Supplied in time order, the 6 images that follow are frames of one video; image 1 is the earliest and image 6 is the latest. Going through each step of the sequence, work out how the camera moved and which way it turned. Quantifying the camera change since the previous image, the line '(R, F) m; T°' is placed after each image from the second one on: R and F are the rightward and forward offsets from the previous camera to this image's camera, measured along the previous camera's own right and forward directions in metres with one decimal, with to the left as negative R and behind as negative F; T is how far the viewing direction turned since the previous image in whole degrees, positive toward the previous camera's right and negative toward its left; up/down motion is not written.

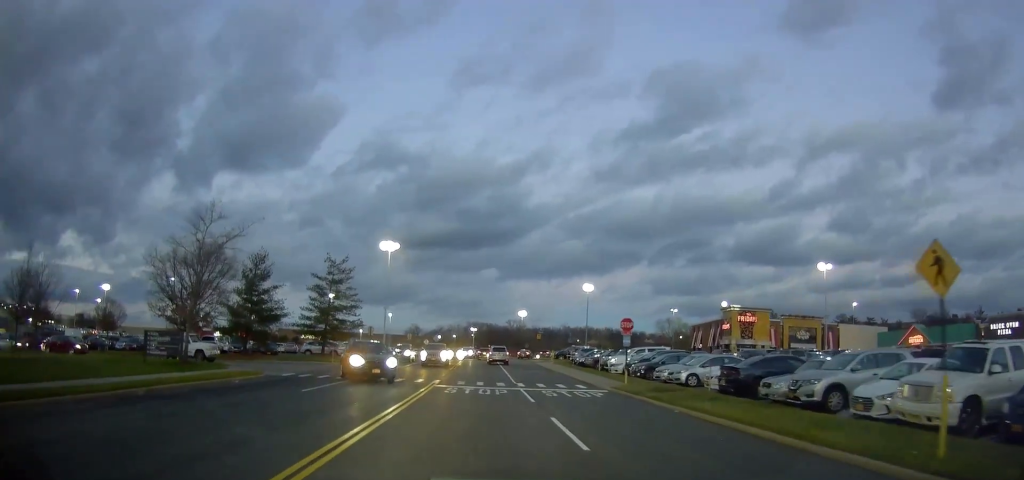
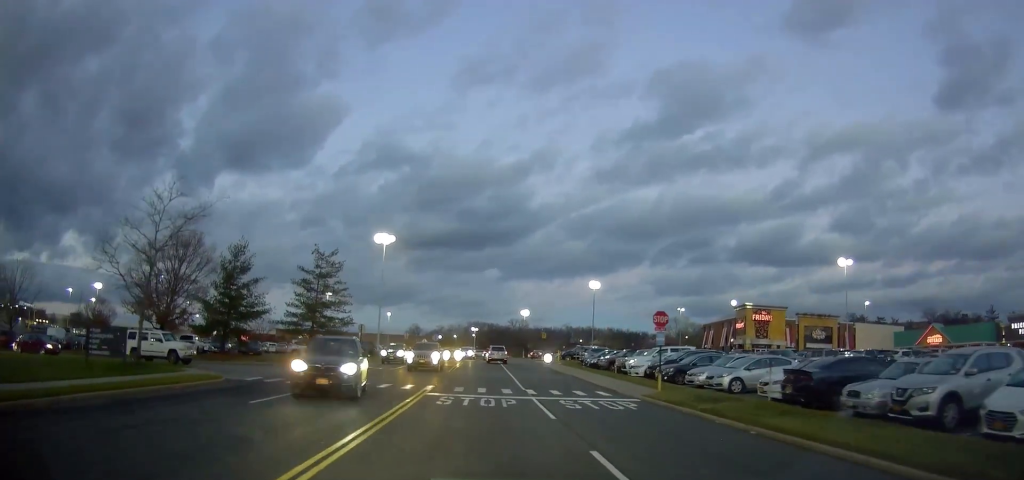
(-0.1, +4.6) m; +1°
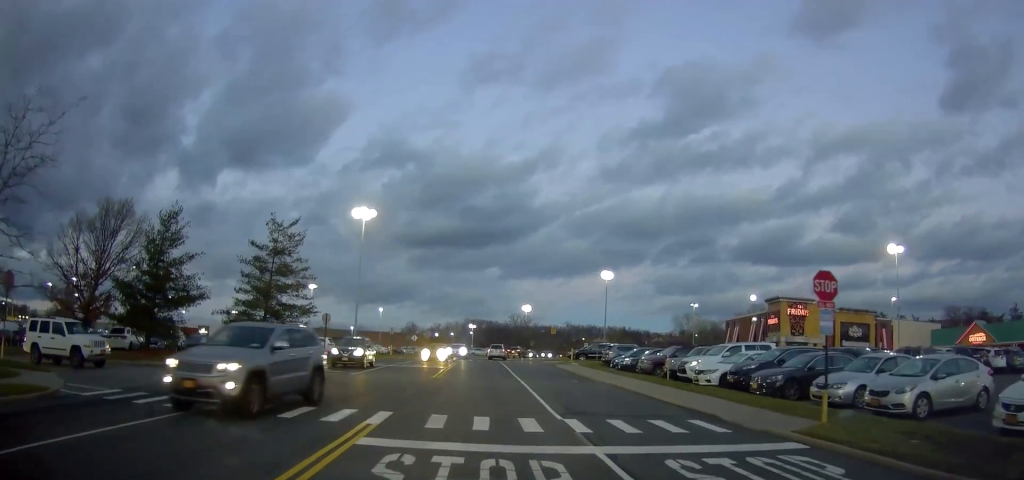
(+0.8, +12.6) m; +3°
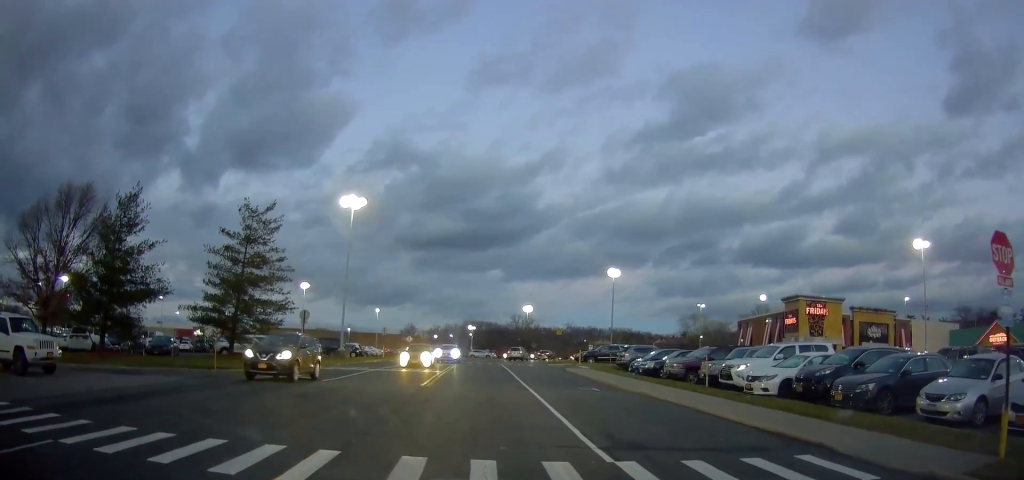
(-0.3, +7.8) m; -6°
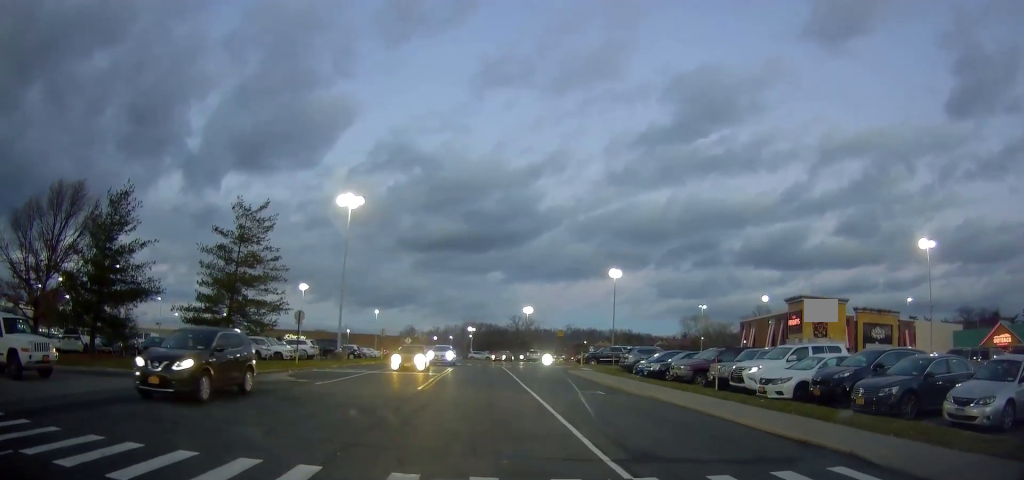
(-0.1, +3.0) m; -3°
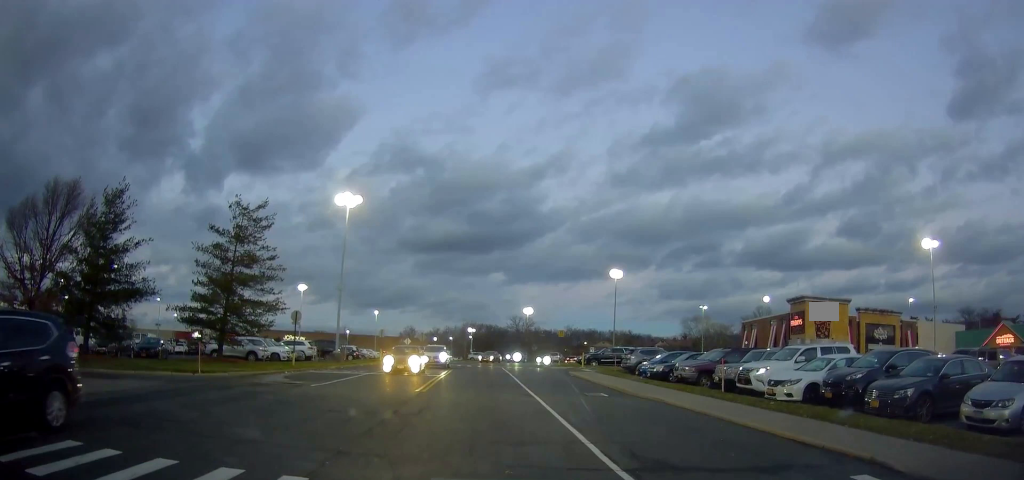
(-0.1, +1.3) m; -1°
